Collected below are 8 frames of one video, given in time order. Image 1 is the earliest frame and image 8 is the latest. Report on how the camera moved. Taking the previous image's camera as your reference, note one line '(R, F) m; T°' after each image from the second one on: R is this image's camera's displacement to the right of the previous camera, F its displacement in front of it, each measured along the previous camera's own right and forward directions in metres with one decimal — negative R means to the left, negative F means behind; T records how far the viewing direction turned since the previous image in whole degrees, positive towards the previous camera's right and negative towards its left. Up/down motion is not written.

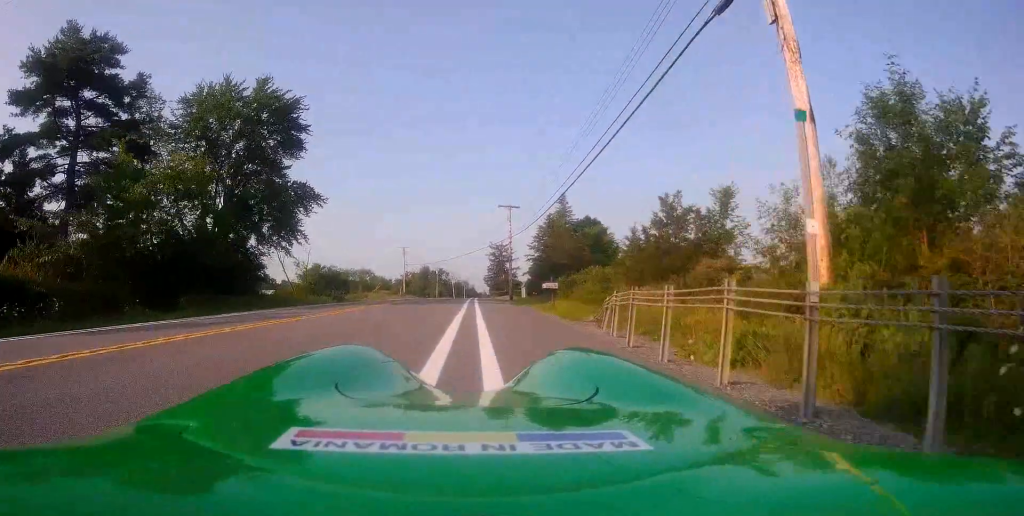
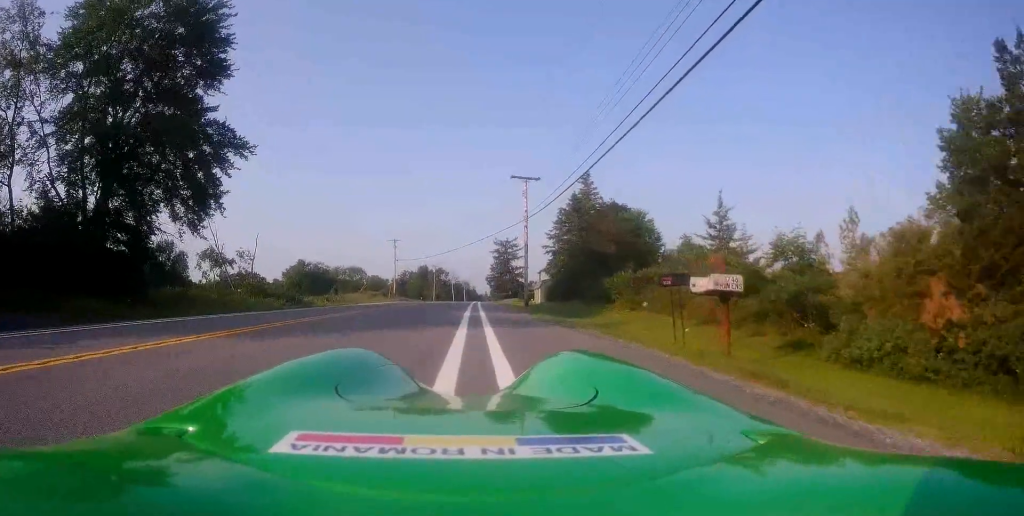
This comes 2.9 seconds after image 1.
(0.0, +16.7) m; +1°
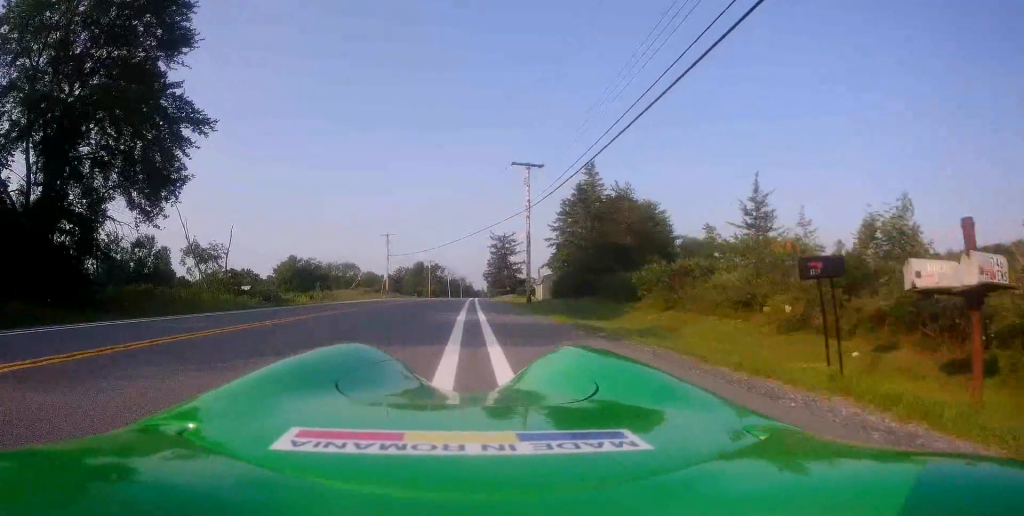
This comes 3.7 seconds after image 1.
(+0.1, +4.7) m; -1°
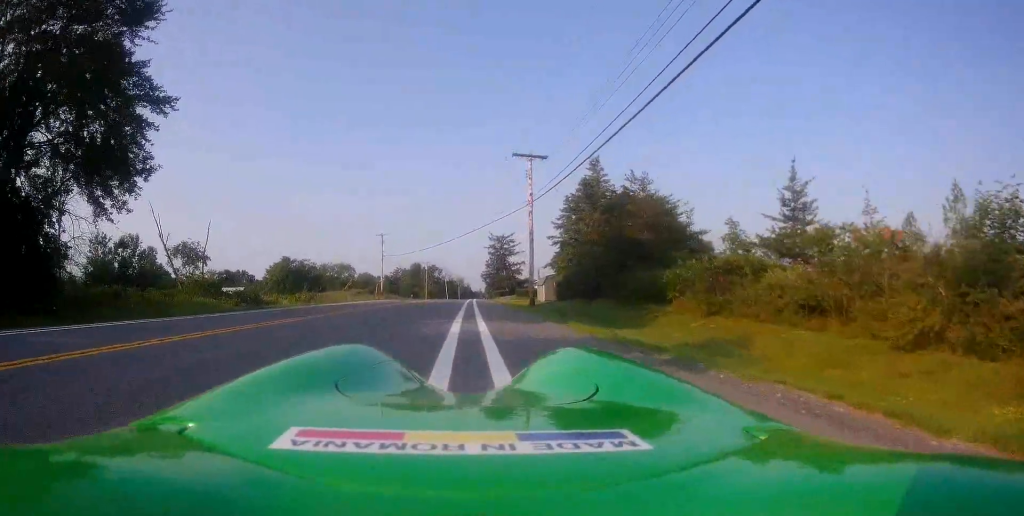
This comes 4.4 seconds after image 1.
(-0.4, +3.7) m; +2°
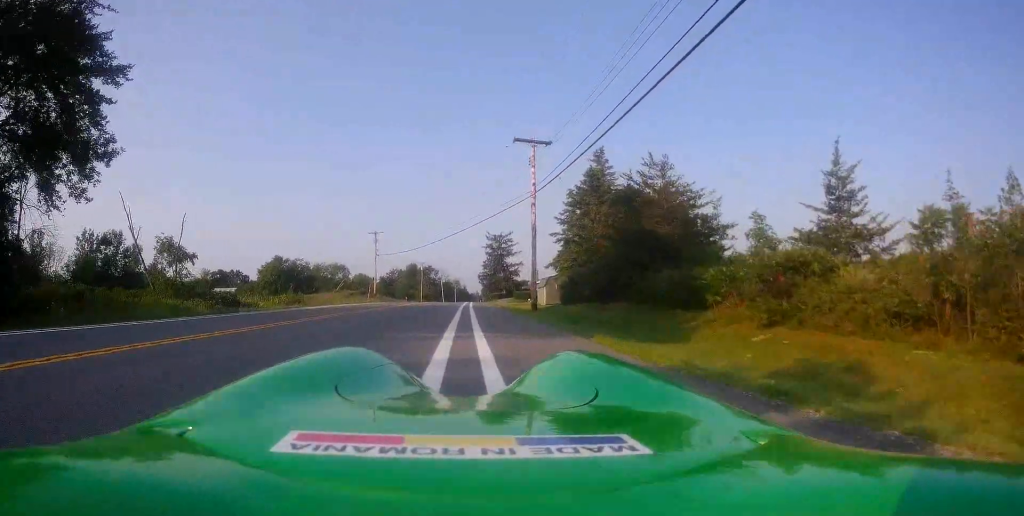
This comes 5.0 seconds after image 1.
(+0.3, +3.4) m; 0°
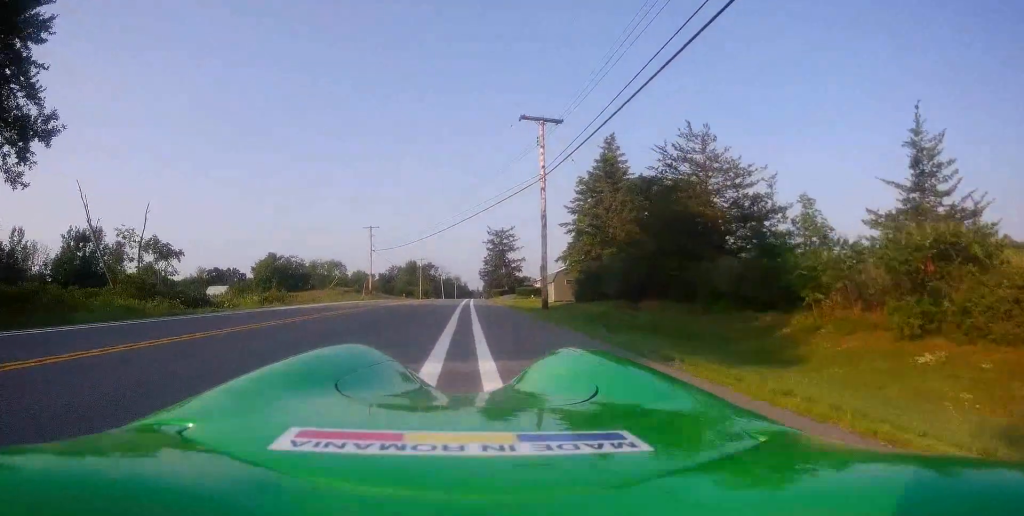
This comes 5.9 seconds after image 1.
(+0.1, +4.8) m; -2°
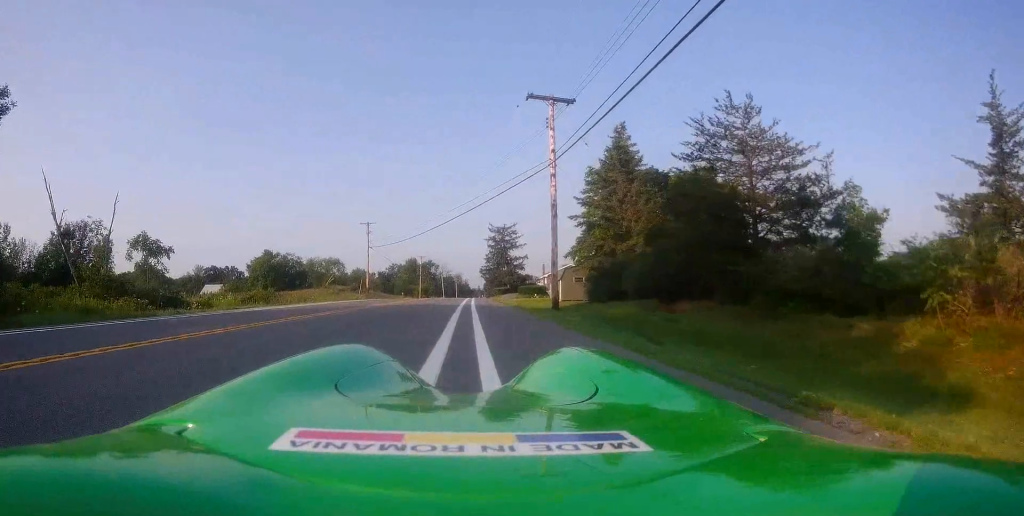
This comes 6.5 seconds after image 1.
(-0.4, +3.4) m; -4°
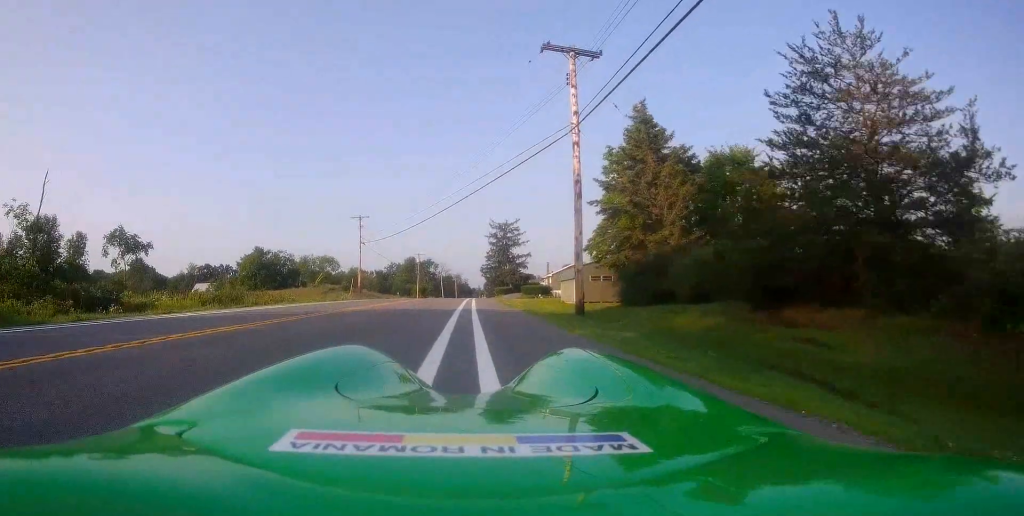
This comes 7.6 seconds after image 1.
(+0.4, +6.2) m; +6°
